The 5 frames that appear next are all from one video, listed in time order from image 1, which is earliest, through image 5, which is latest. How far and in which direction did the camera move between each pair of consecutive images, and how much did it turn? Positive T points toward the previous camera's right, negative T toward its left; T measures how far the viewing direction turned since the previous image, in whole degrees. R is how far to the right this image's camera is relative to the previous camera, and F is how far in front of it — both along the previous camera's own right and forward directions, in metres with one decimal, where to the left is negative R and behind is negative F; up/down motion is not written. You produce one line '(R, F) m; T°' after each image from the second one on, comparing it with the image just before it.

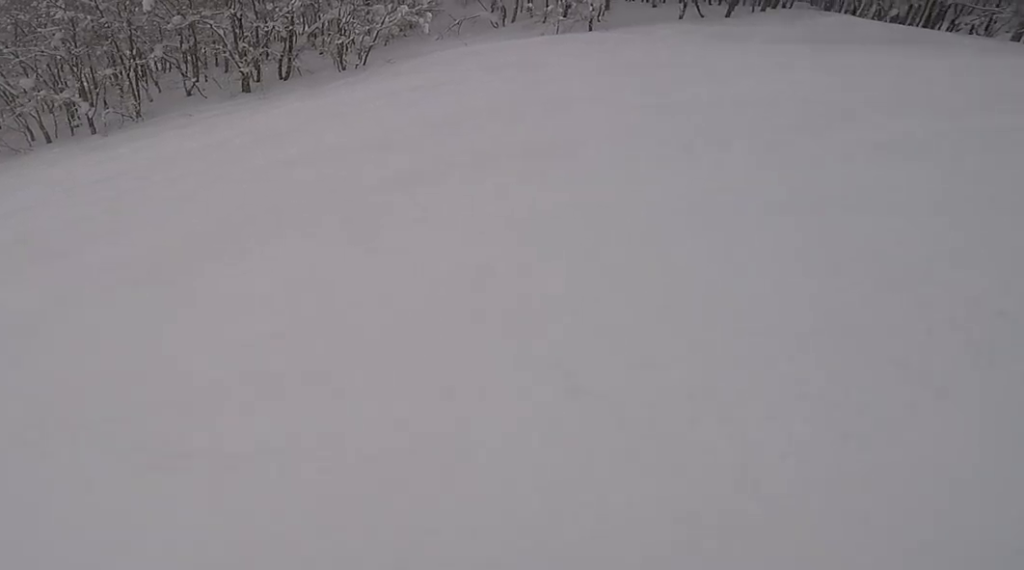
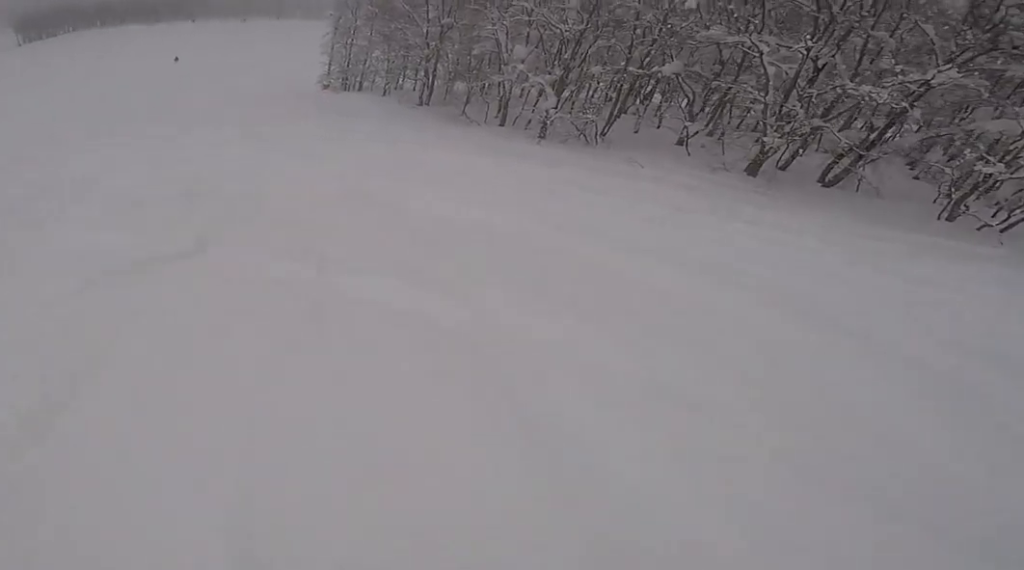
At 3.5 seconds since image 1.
(-0.8, +12.1) m; -68°
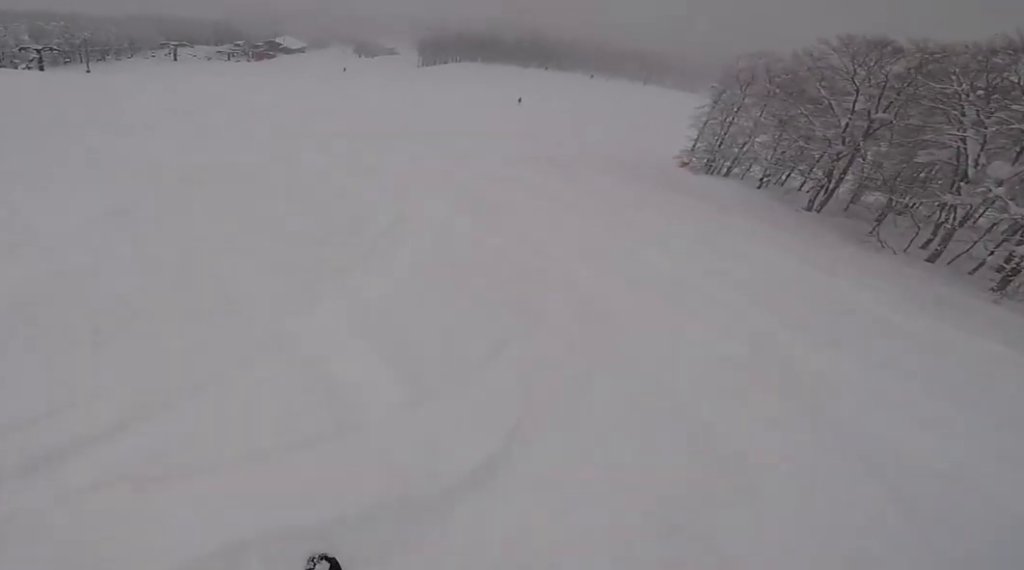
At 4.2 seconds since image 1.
(-1.1, +2.3) m; -22°
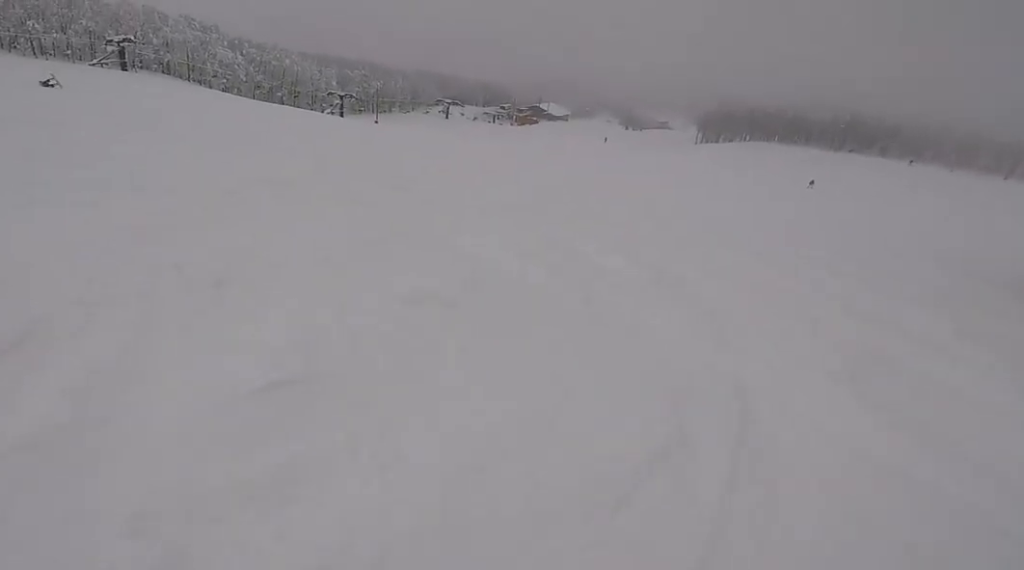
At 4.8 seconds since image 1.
(-0.4, +2.4) m; -15°
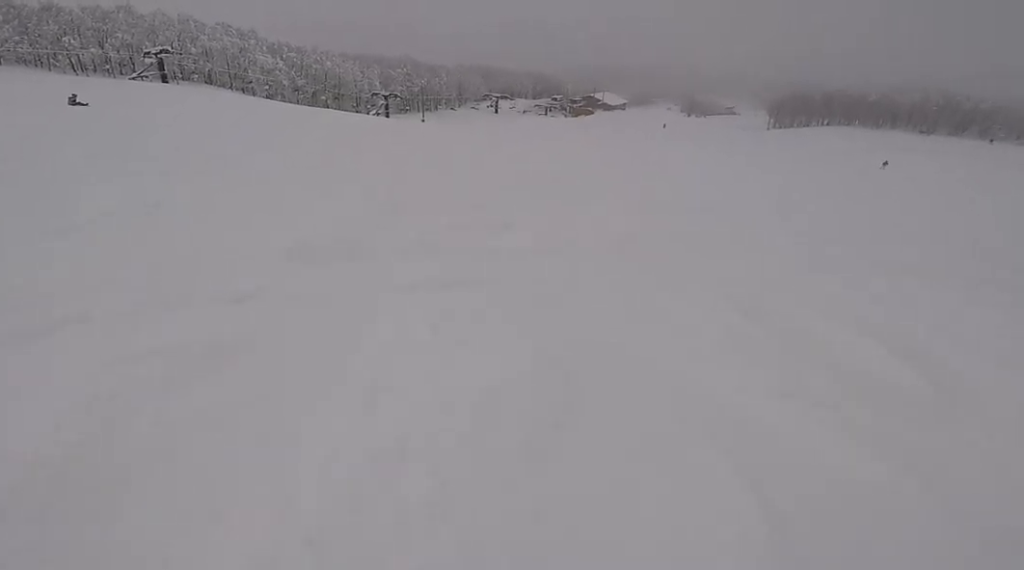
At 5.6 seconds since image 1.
(+0.1, +3.1) m; -15°
